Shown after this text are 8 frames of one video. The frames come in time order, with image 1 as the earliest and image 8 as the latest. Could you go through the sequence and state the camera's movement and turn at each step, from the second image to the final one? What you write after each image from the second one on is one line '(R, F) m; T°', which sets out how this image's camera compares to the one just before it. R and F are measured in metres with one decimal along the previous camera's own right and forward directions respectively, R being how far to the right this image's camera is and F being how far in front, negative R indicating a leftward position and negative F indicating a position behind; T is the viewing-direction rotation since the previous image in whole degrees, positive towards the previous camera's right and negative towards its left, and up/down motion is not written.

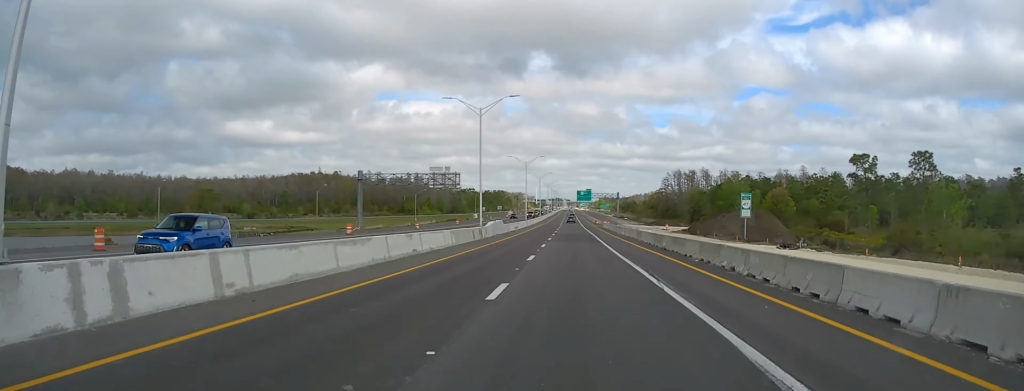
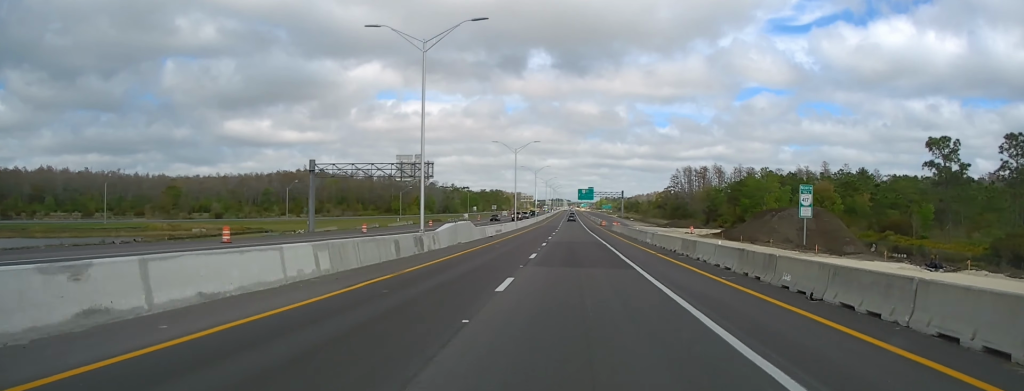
(0.0, +22.7) m; 0°
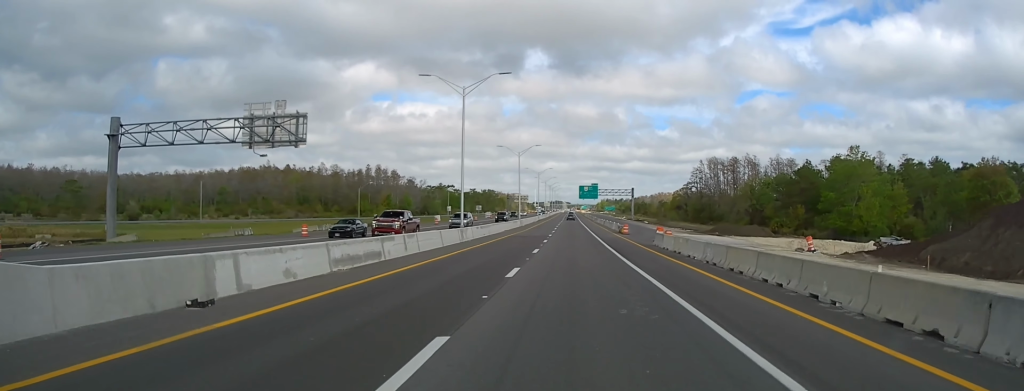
(0.0, +45.4) m; 0°
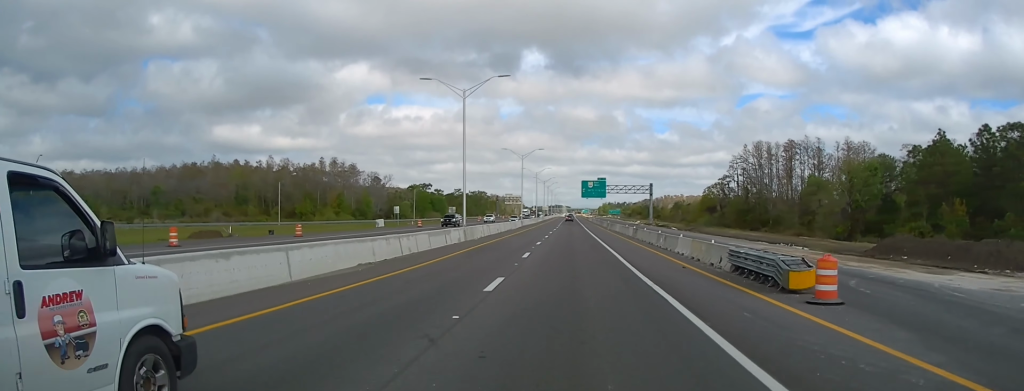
(0.0, +51.9) m; 0°
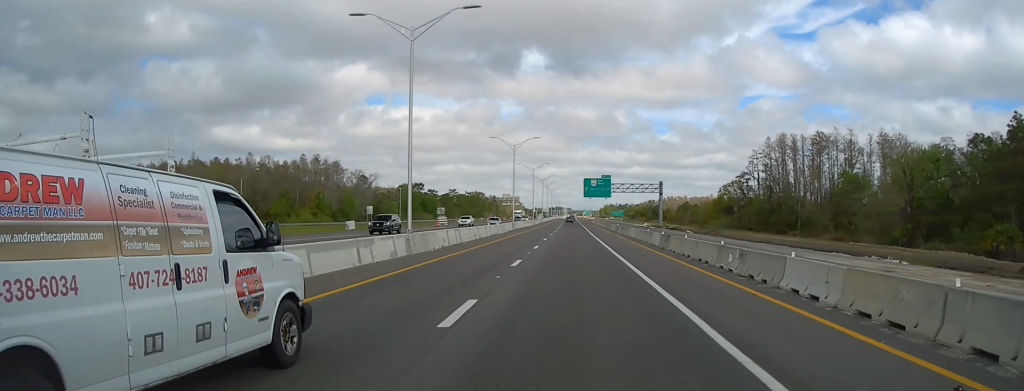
(0.0, +16.9) m; 0°
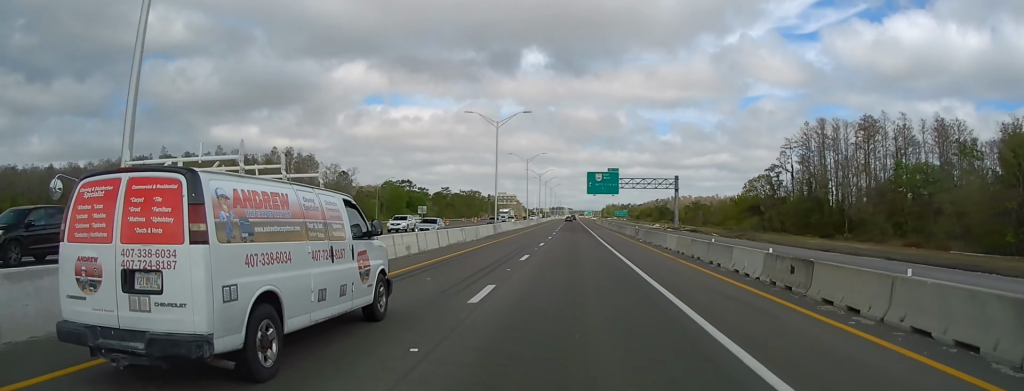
(0.0, +21.5) m; 0°
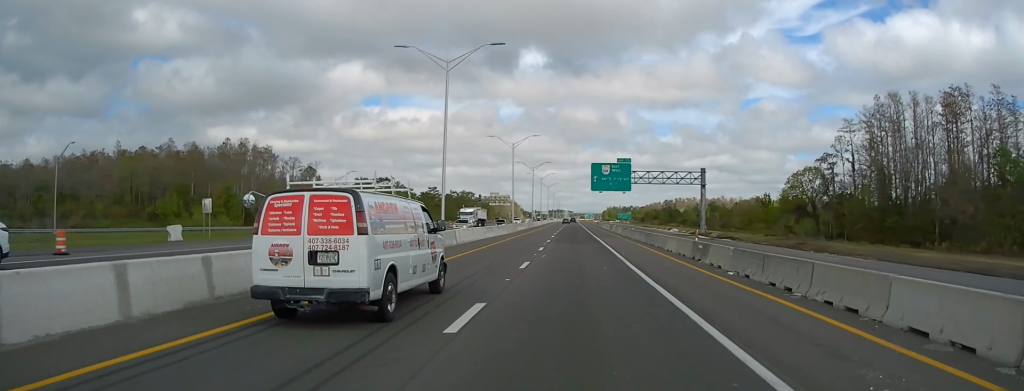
(+0.1, +27.1) m; -1°
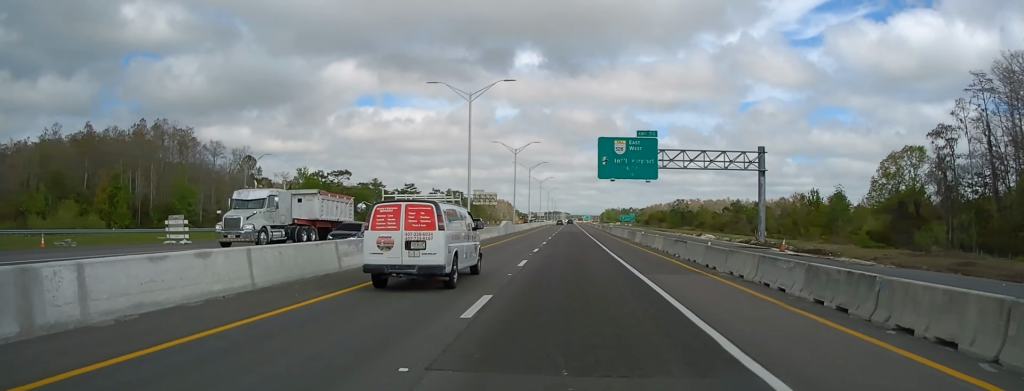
(-0.4, +34.8) m; +1°
